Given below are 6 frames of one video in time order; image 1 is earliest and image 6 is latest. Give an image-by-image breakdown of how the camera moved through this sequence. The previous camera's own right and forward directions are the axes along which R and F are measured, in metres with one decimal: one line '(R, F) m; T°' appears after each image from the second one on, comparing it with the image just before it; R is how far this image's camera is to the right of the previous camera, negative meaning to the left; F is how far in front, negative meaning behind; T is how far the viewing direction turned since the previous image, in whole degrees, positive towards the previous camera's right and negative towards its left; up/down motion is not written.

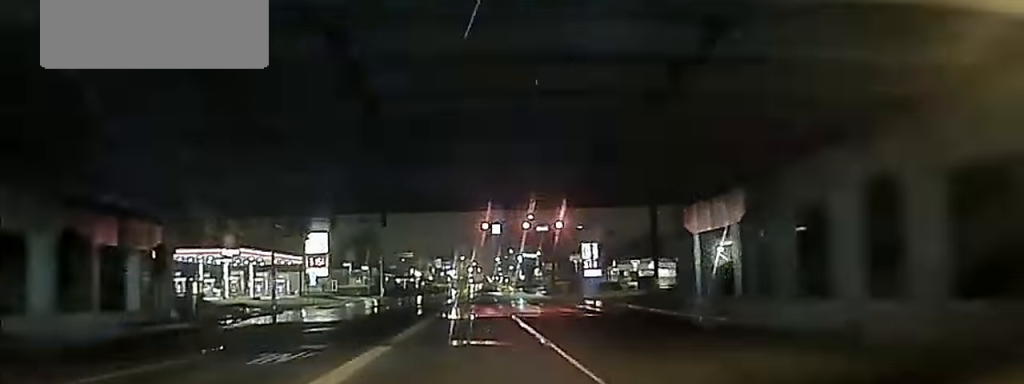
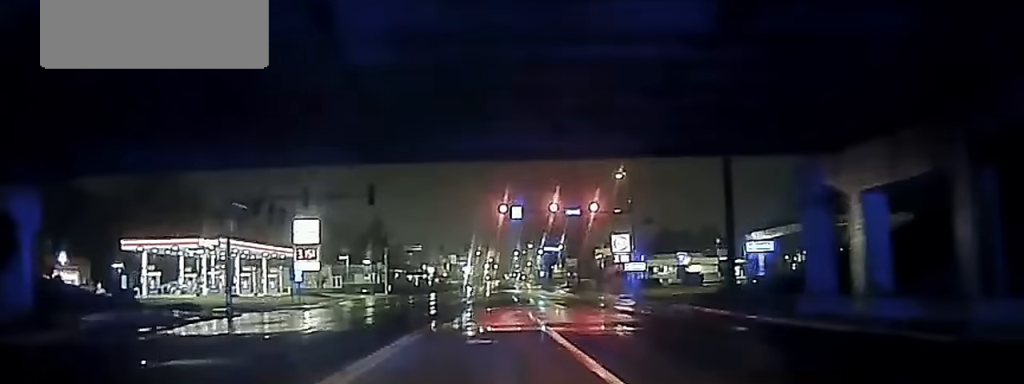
(-0.1, +13.7) m; +1°
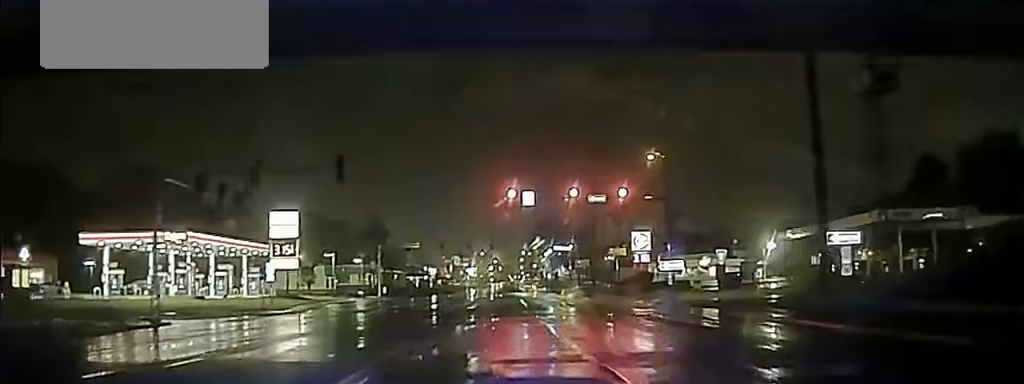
(+0.1, +12.2) m; +1°
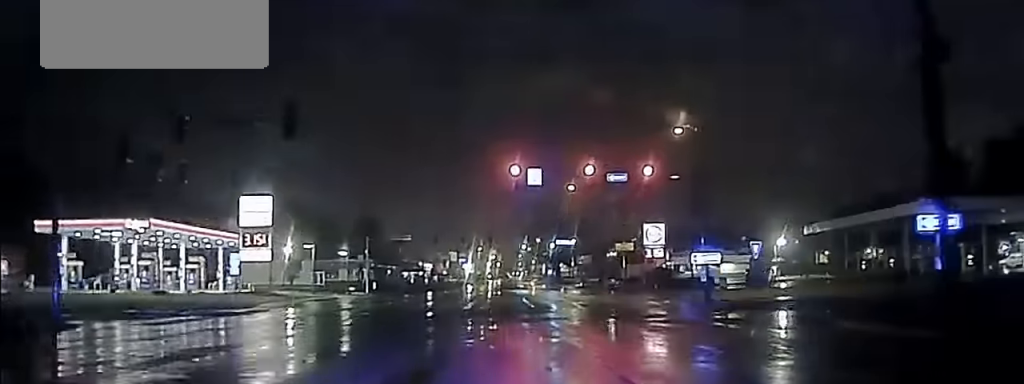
(+0.3, +10.7) m; 0°
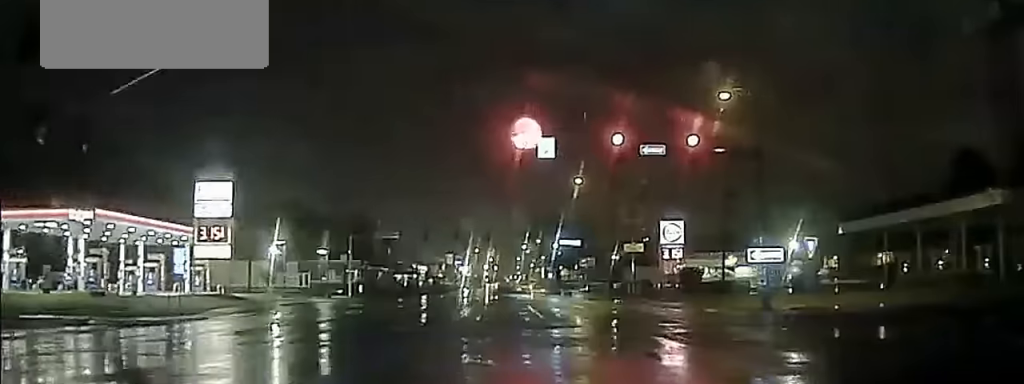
(-0.4, +12.5) m; +1°
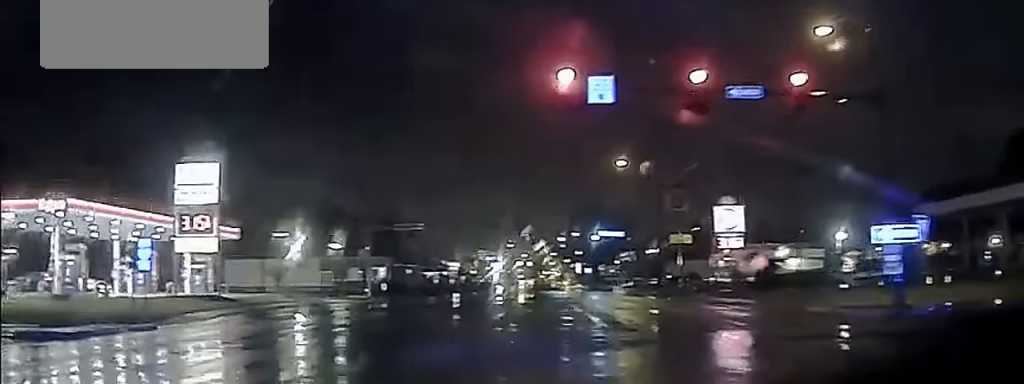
(+0.5, +12.8) m; -5°
